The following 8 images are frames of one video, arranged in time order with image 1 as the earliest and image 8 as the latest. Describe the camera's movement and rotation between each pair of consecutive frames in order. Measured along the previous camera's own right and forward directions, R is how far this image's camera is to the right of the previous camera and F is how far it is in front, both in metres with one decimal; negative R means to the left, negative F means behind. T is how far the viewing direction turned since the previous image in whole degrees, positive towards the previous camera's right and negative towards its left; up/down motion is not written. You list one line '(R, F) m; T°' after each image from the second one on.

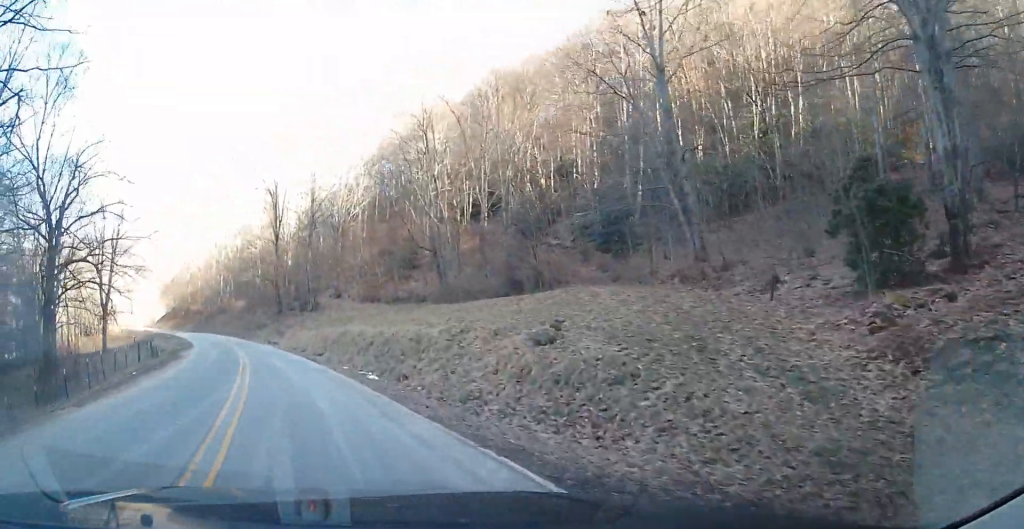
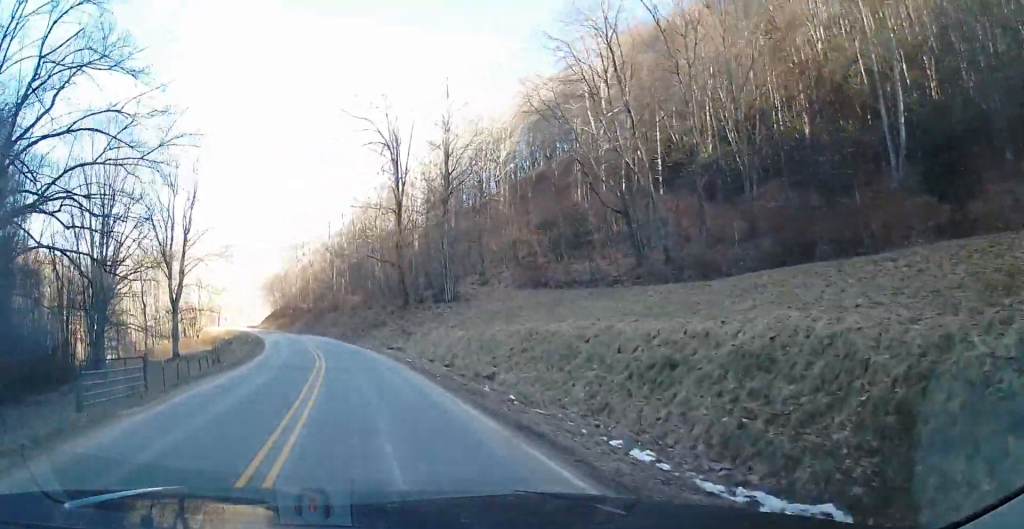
(-2.0, +18.6) m; -14°
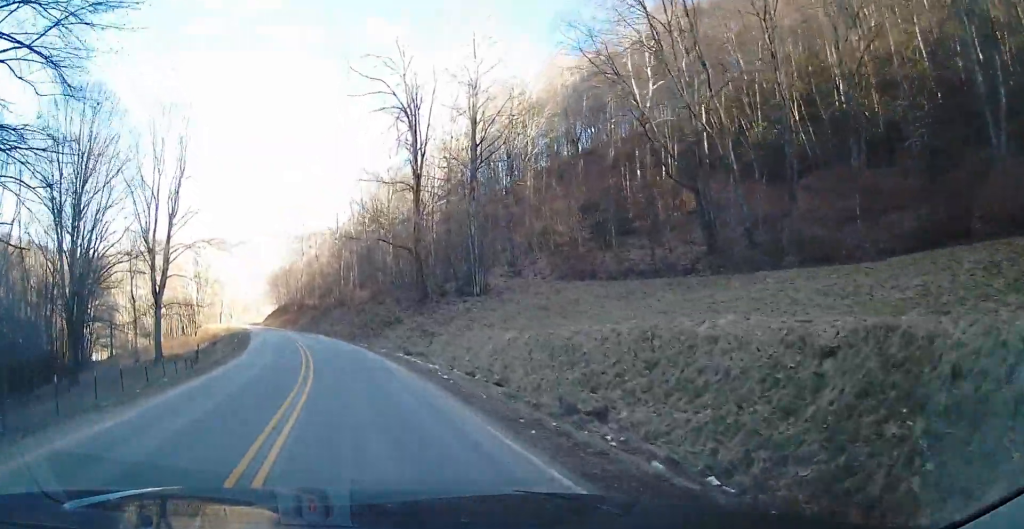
(-0.5, +8.9) m; -4°
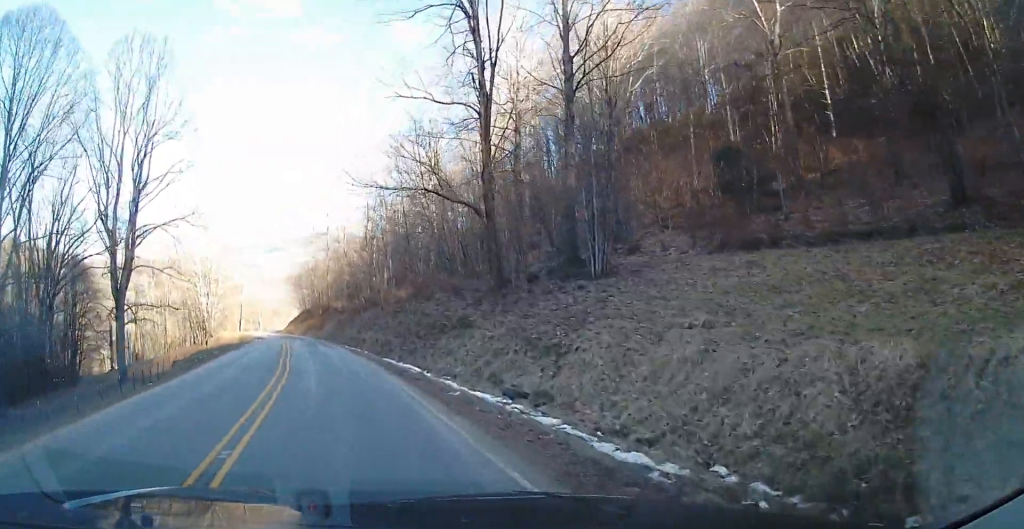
(-0.3, +18.2) m; 0°
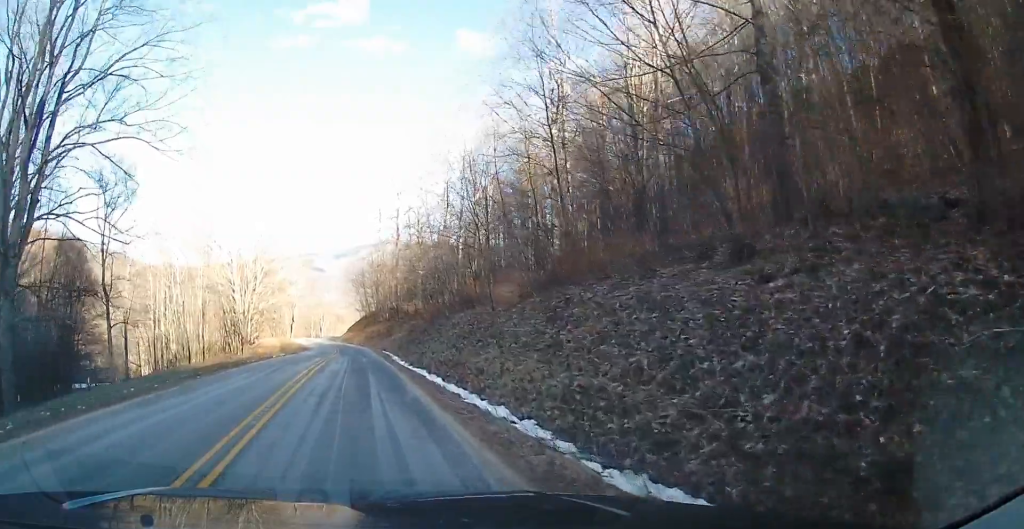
(-0.4, +23.6) m; -3°
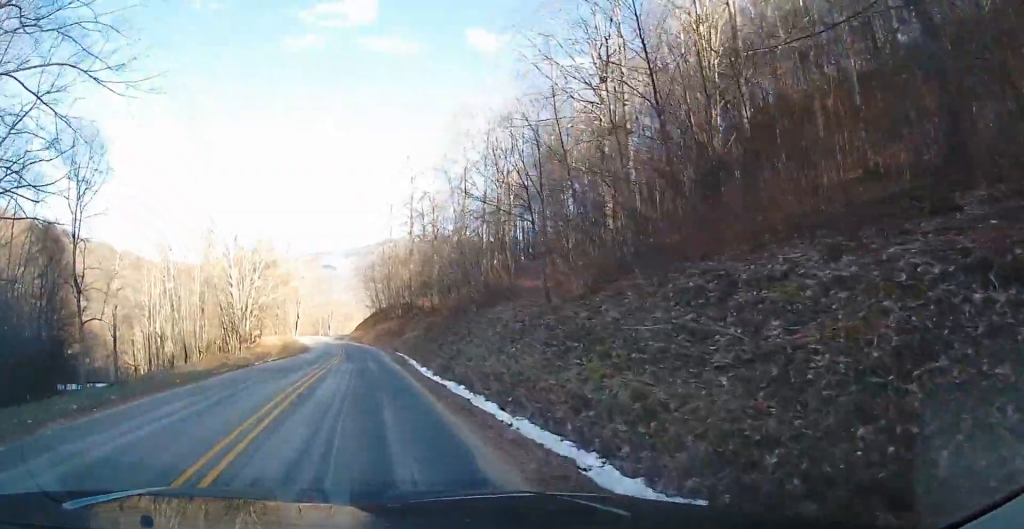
(+0.1, +8.4) m; -1°
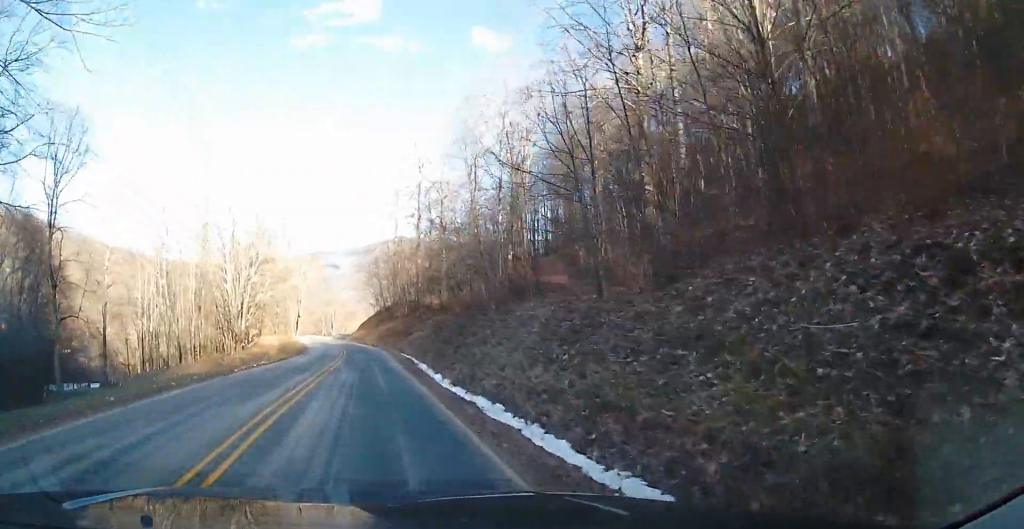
(+0.2, +5.1) m; 0°
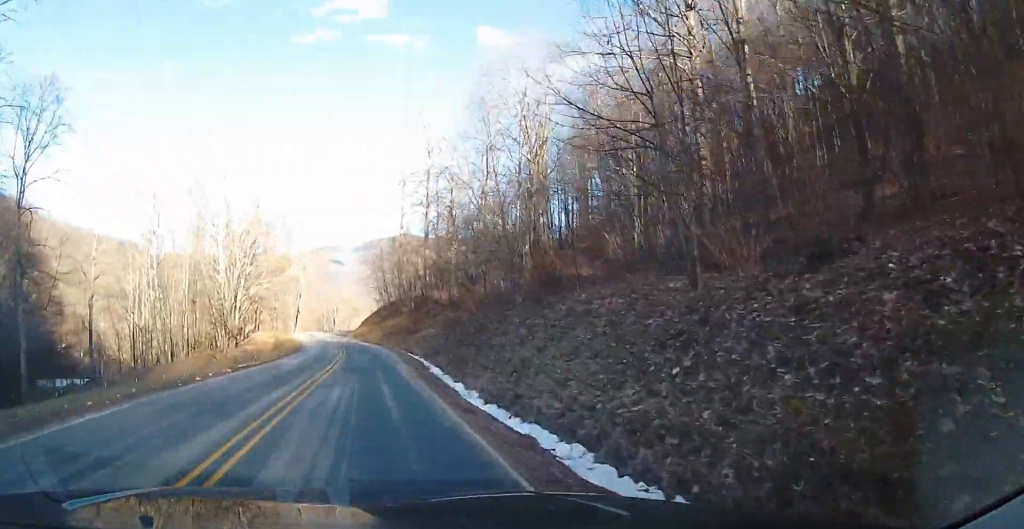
(-0.1, +5.6) m; -1°
